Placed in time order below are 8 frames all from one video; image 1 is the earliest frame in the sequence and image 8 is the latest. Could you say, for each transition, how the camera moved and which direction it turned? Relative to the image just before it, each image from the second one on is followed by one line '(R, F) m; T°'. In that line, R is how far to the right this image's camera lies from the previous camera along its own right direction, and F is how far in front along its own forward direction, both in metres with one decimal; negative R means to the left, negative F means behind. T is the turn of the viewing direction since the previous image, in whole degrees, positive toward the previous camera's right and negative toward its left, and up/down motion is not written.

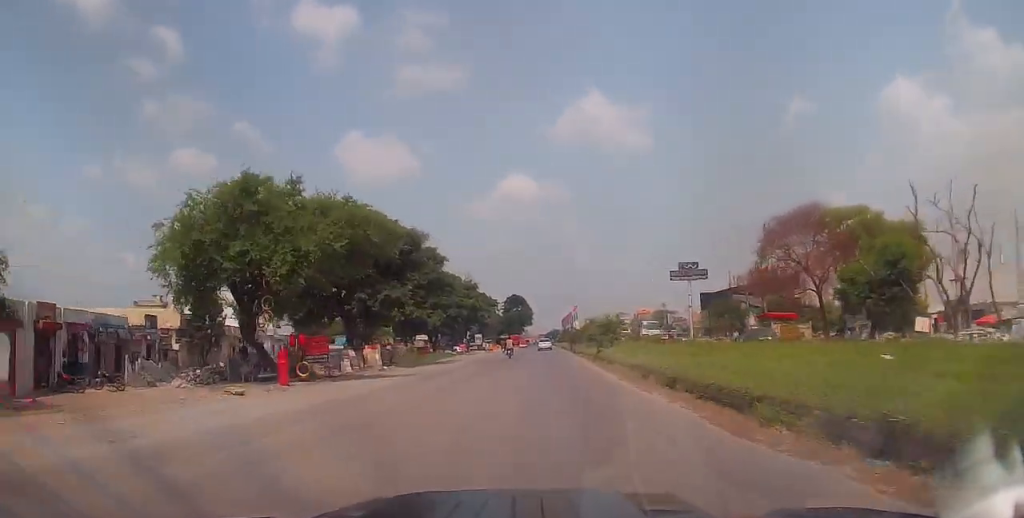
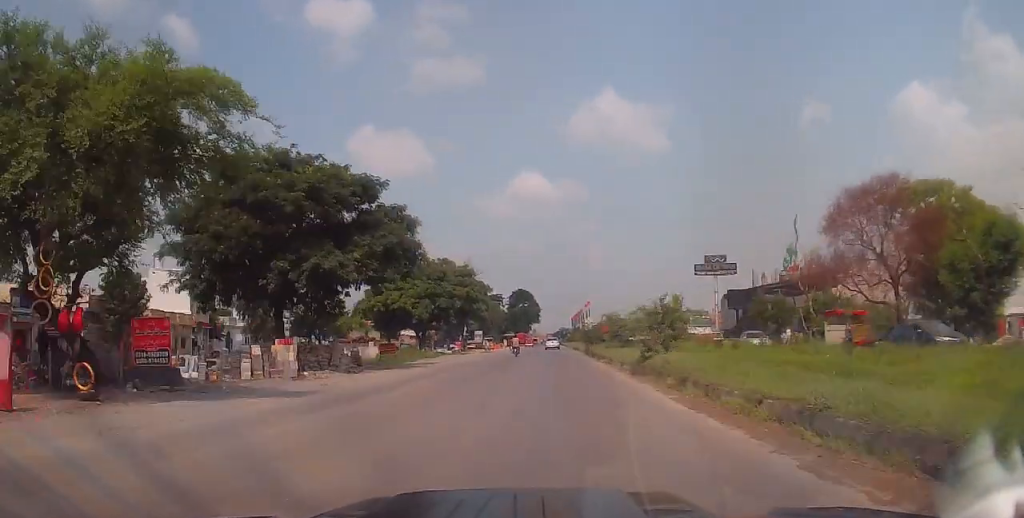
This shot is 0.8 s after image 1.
(0.0, +12.9) m; -1°
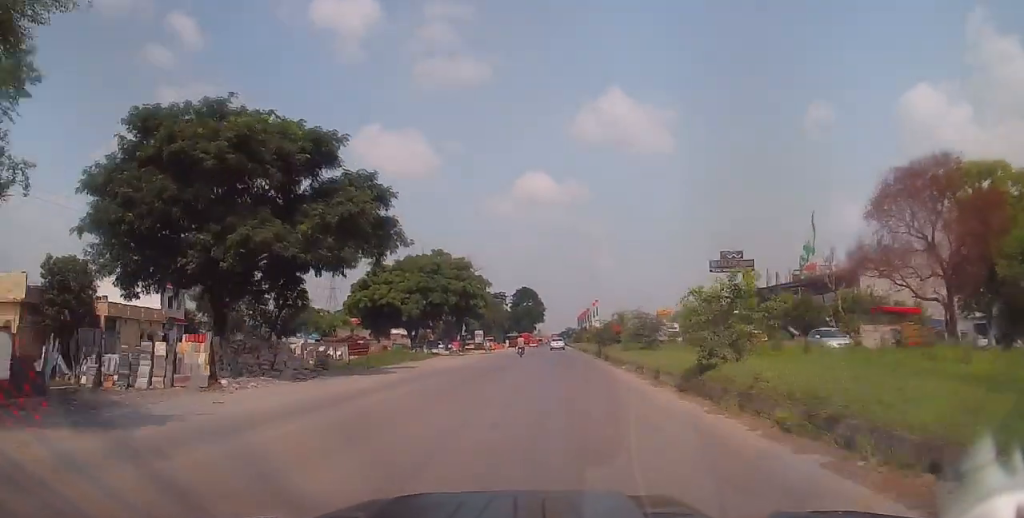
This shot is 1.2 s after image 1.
(-0.1, +6.6) m; 0°
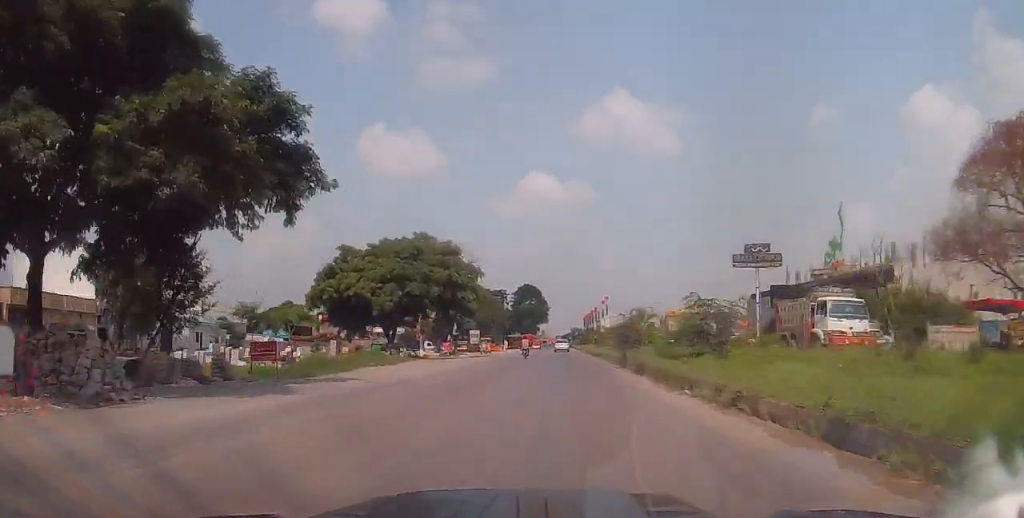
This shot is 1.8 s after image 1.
(-0.1, +10.5) m; 0°
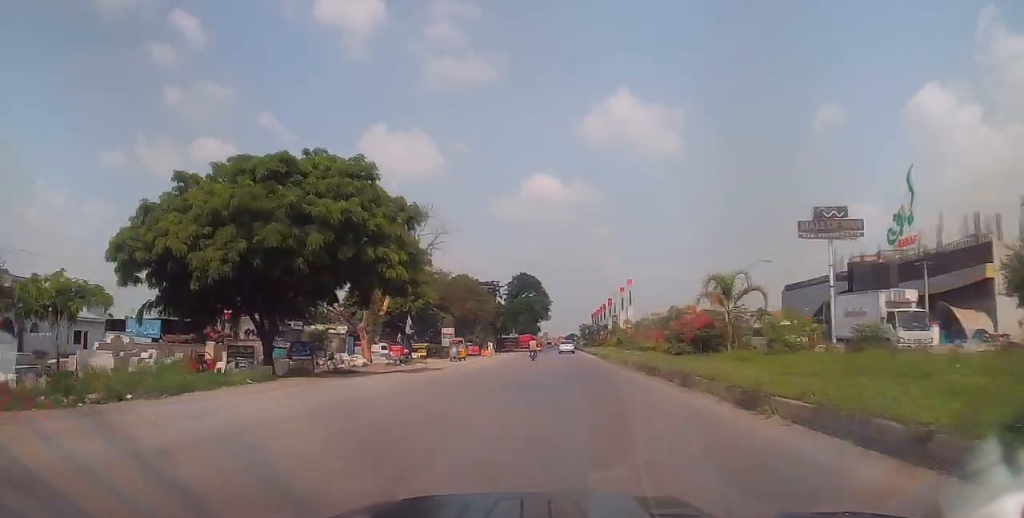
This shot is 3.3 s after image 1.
(+0.5, +24.5) m; +1°
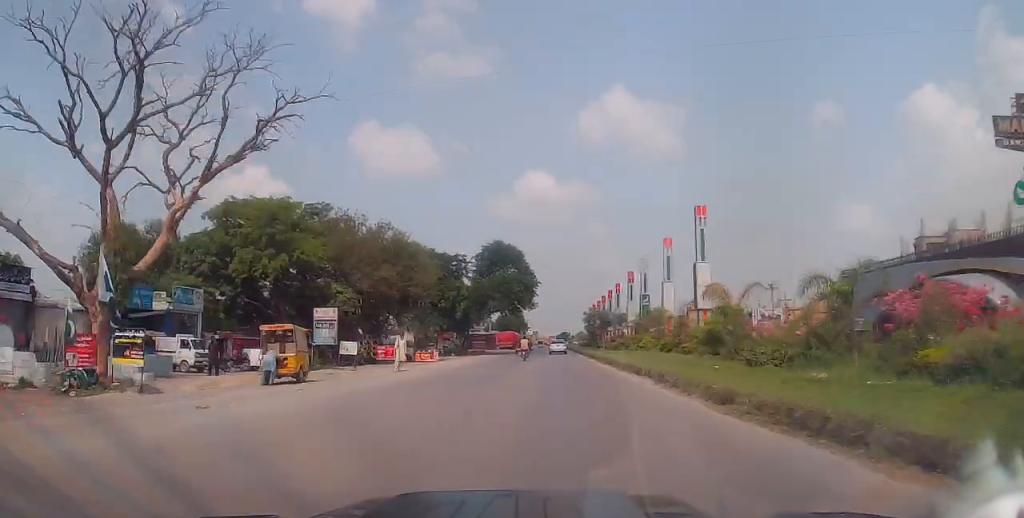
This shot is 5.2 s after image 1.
(-0.5, +33.9) m; 0°
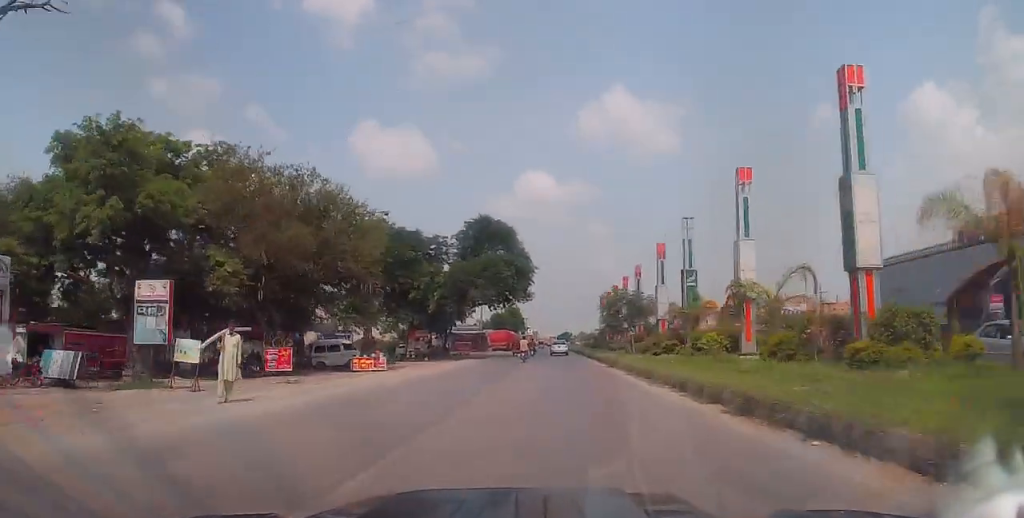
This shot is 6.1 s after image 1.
(+0.2, +15.5) m; +1°
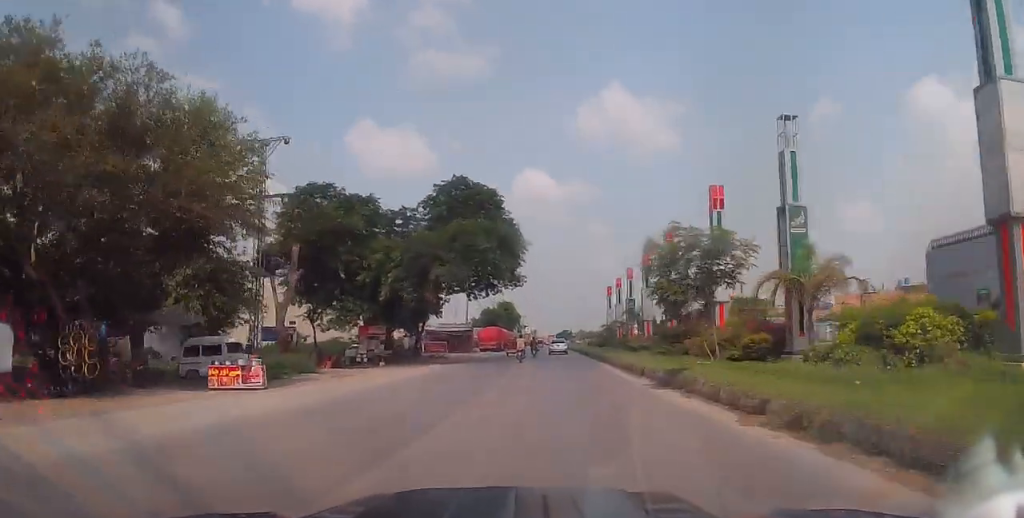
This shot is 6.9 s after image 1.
(0.0, +14.5) m; 0°
